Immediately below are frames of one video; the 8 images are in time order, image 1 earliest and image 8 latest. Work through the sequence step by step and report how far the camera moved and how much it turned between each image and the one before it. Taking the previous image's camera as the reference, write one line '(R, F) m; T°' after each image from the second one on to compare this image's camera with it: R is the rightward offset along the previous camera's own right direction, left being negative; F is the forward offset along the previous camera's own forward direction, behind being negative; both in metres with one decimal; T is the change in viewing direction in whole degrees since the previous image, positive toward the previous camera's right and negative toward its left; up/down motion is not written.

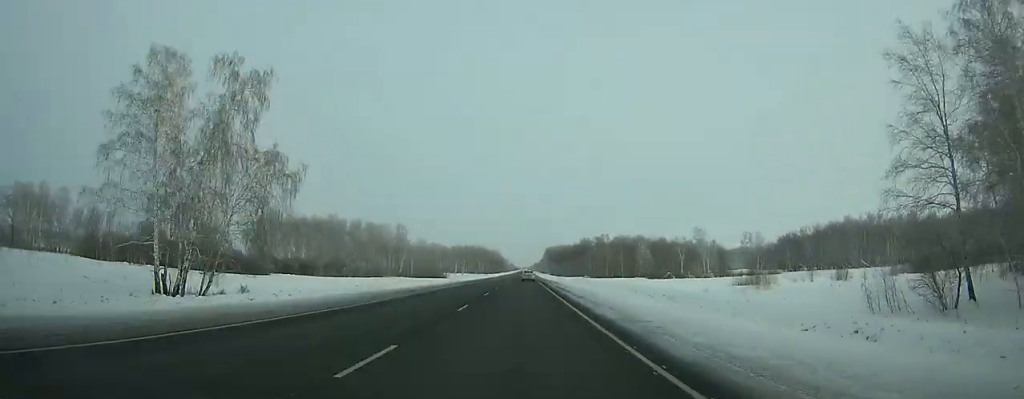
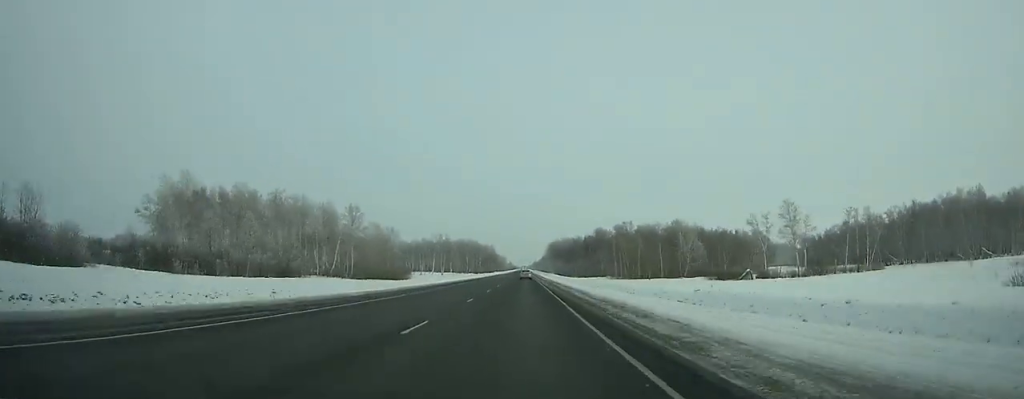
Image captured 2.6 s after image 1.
(-0.2, +69.4) m; 0°
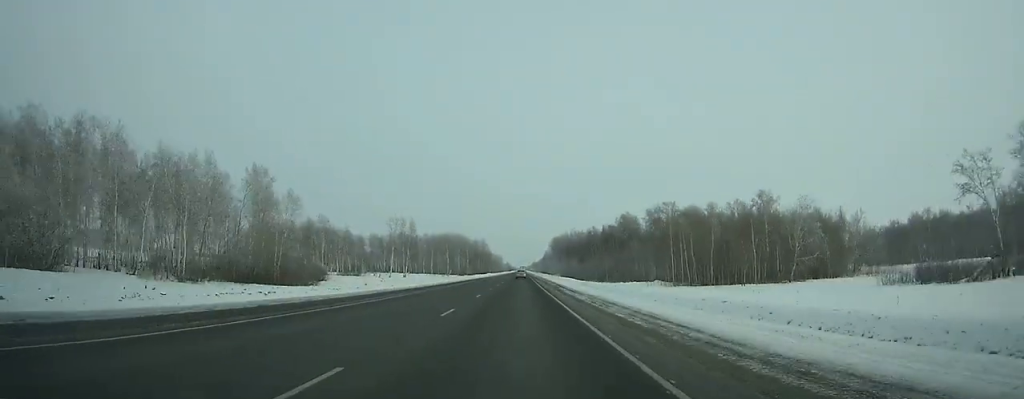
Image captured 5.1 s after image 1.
(-0.1, +67.3) m; 0°
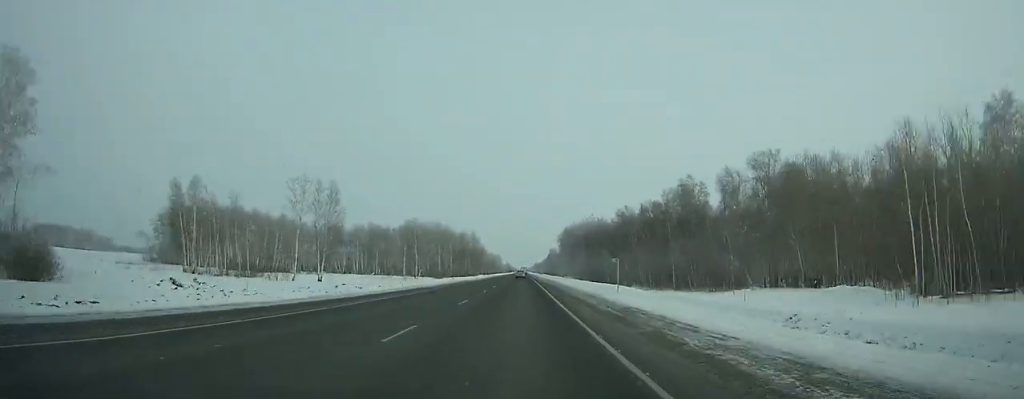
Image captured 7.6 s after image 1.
(-0.1, +68.2) m; 0°
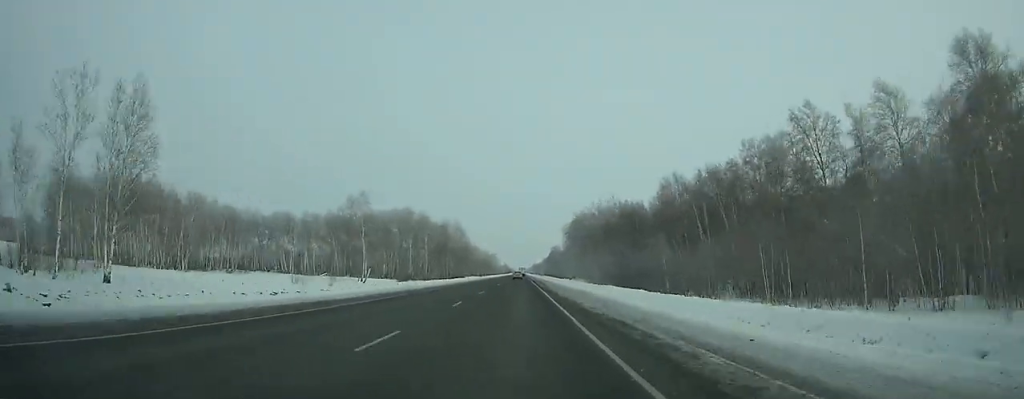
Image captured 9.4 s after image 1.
(0.0, +49.9) m; 0°
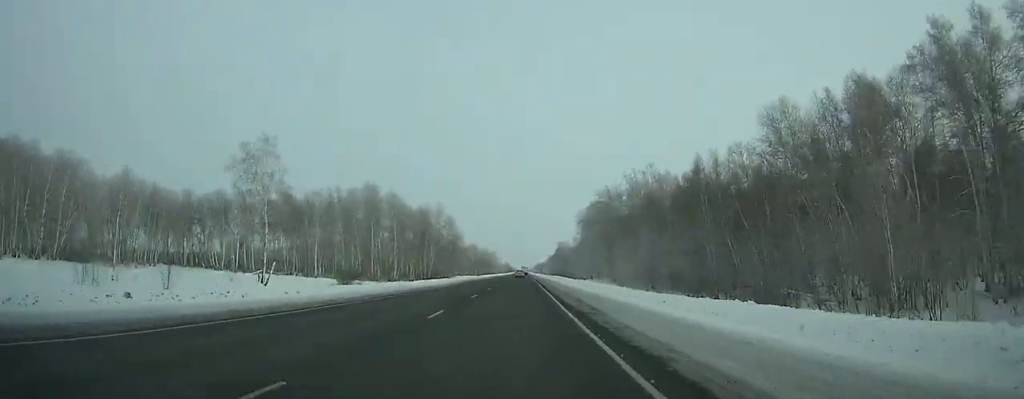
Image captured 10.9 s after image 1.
(0.0, +42.0) m; 0°
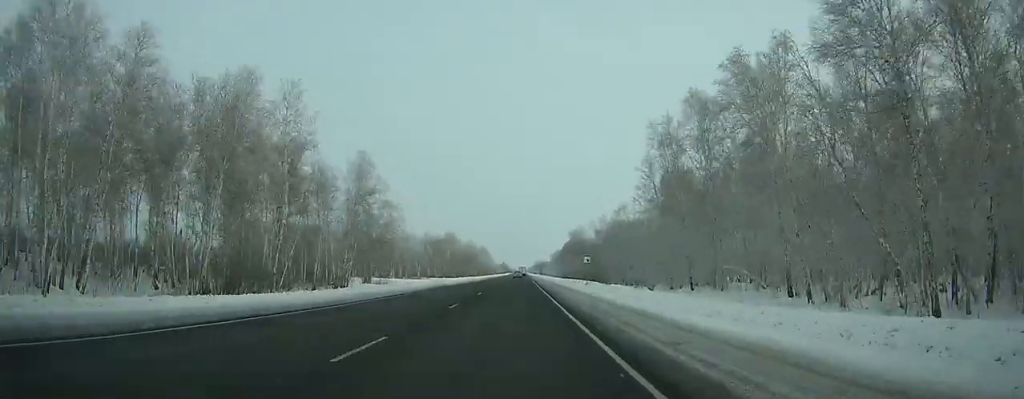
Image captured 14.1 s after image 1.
(-0.1, +90.1) m; 0°
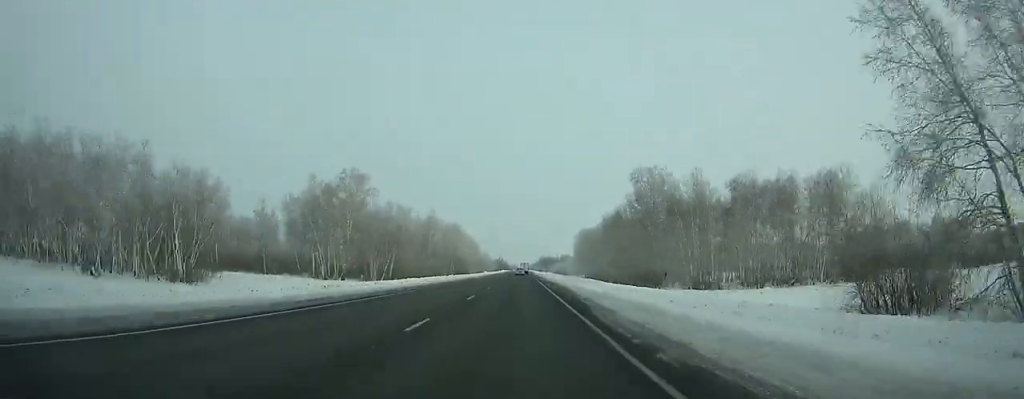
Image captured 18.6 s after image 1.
(+0.2, +126.4) m; 0°
